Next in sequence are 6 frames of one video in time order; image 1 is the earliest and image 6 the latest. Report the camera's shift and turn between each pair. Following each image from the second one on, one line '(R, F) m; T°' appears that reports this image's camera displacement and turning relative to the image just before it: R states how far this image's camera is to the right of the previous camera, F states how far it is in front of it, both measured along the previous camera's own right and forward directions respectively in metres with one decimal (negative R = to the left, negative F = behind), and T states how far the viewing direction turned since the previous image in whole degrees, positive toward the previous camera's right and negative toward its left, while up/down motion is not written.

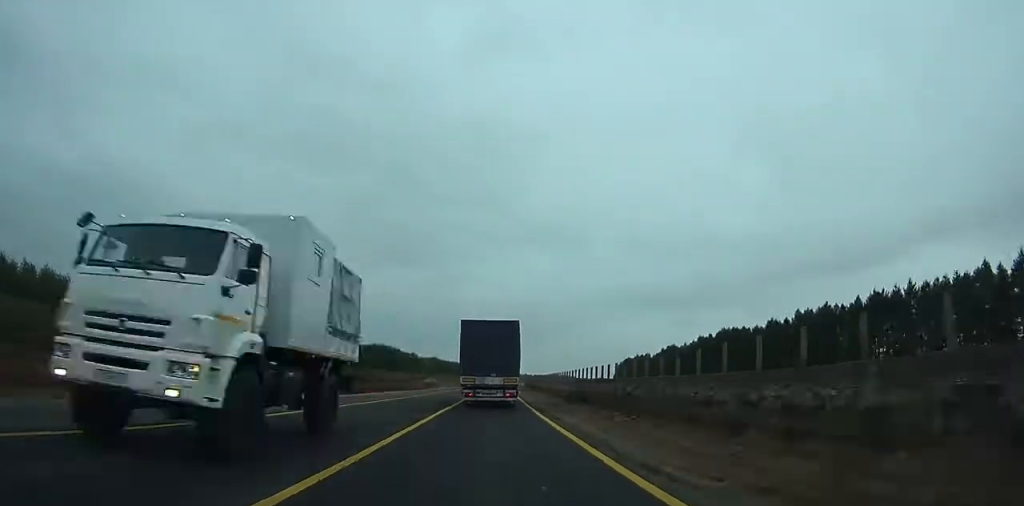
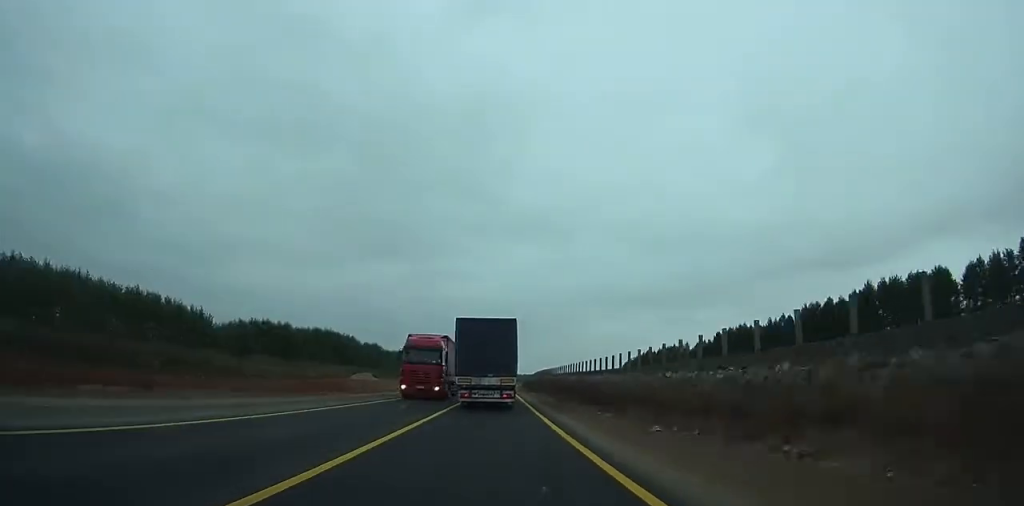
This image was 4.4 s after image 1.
(+1.1, +84.8) m; +1°
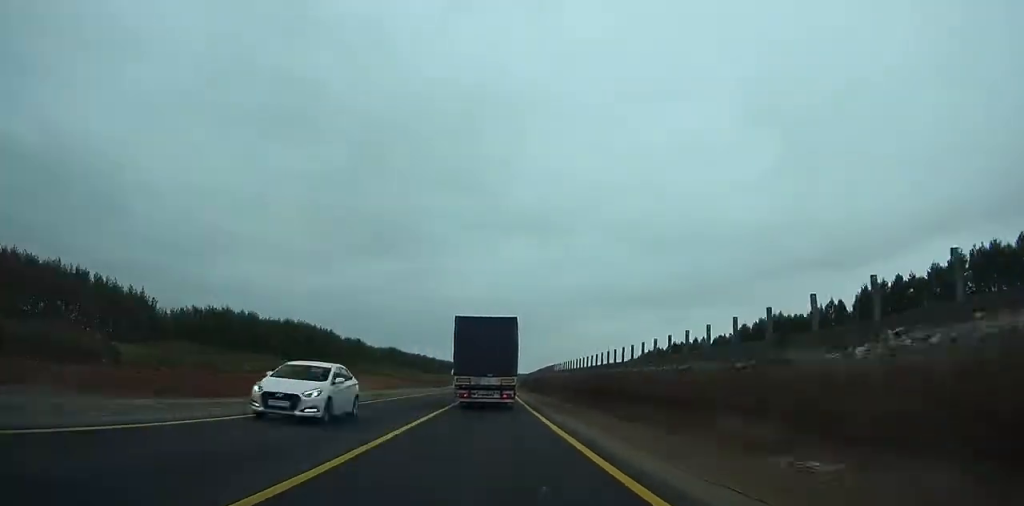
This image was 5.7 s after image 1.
(+0.1, +25.4) m; 0°
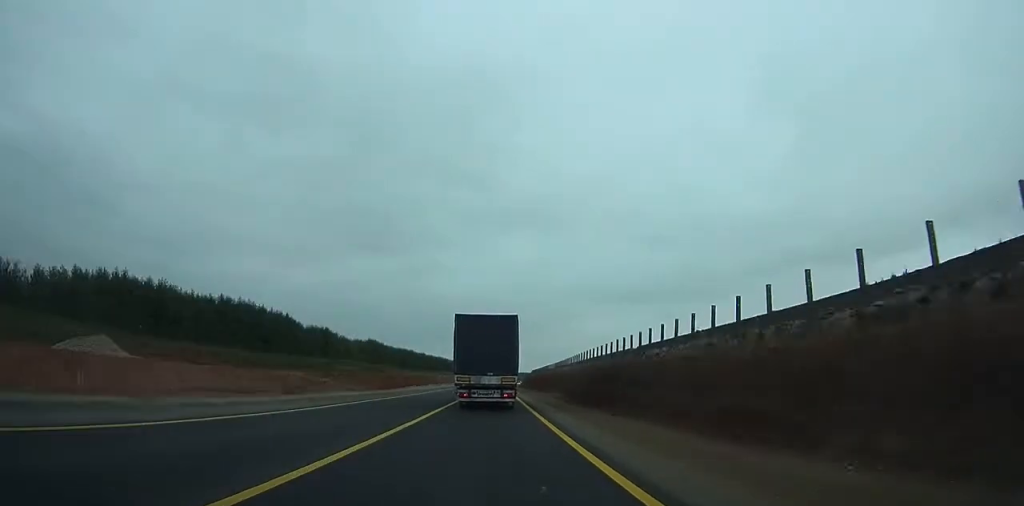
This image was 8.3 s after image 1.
(+0.3, +51.0) m; +1°
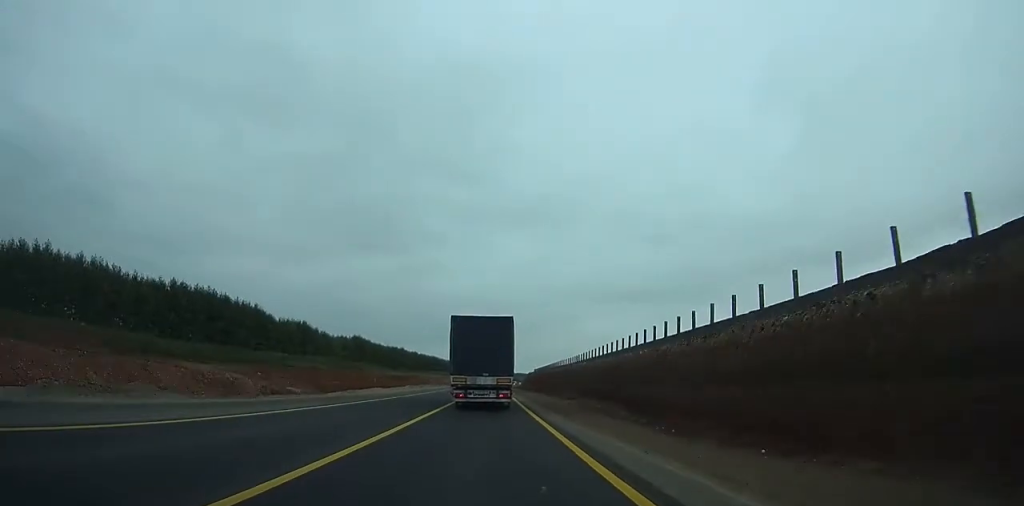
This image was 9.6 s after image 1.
(+0.1, +25.5) m; 0°
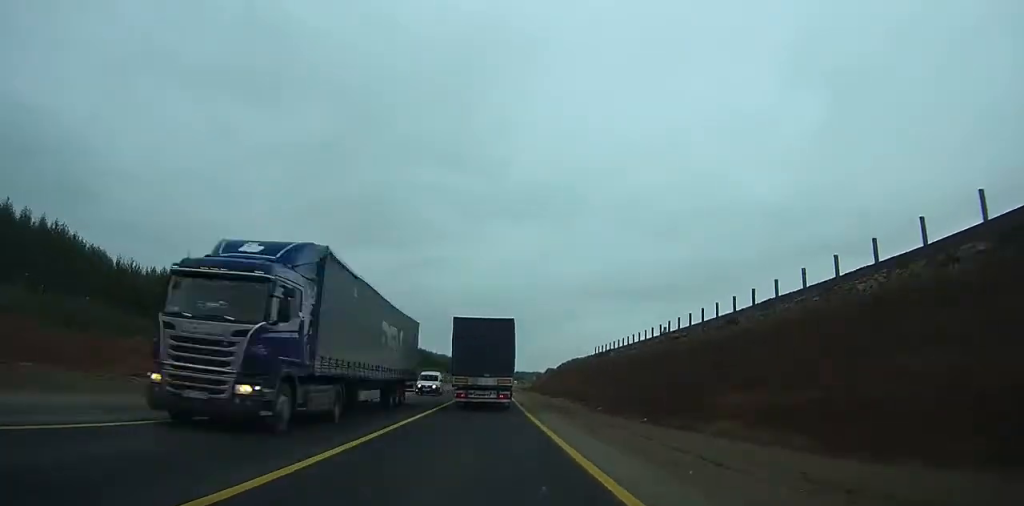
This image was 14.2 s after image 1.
(+0.2, +90.4) m; 0°
